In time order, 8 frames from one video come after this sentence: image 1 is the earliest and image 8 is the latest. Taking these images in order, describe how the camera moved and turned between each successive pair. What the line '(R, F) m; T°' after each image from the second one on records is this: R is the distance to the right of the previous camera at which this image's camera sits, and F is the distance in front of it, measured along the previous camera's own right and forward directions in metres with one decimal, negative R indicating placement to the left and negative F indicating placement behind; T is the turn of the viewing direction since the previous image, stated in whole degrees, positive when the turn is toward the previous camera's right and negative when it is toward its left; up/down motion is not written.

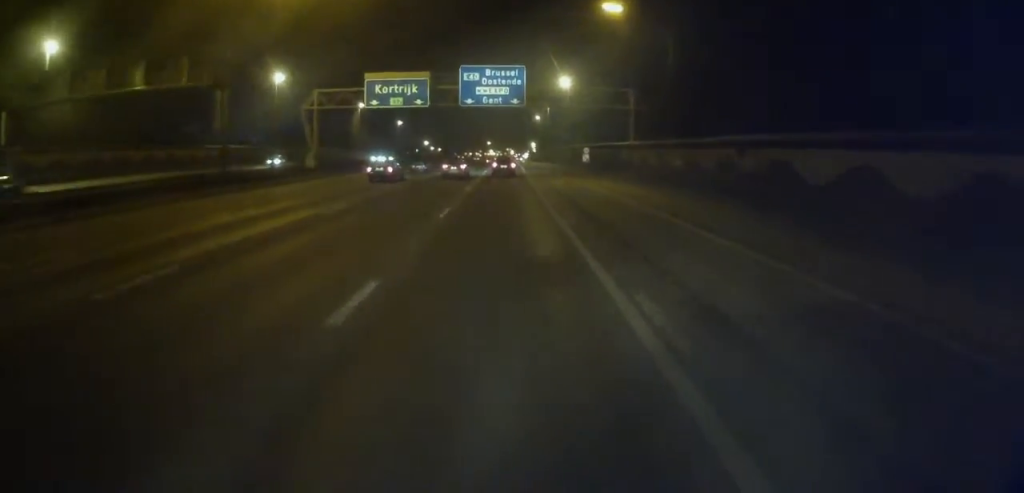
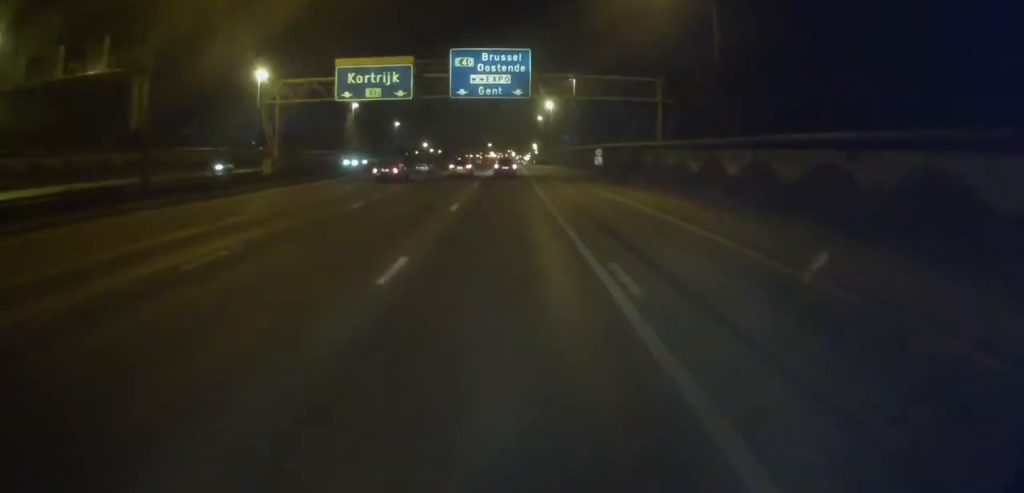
(-0.1, +9.9) m; 0°
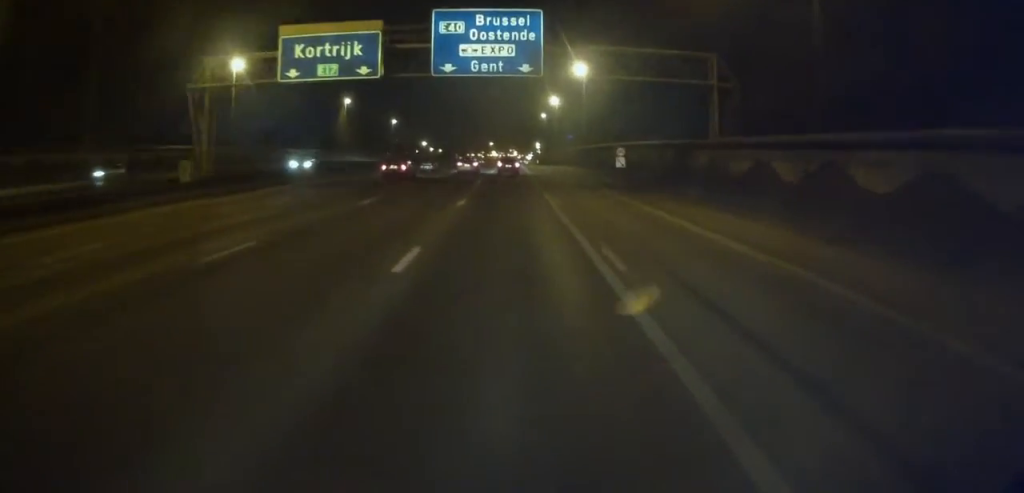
(-0.1, +12.2) m; 0°
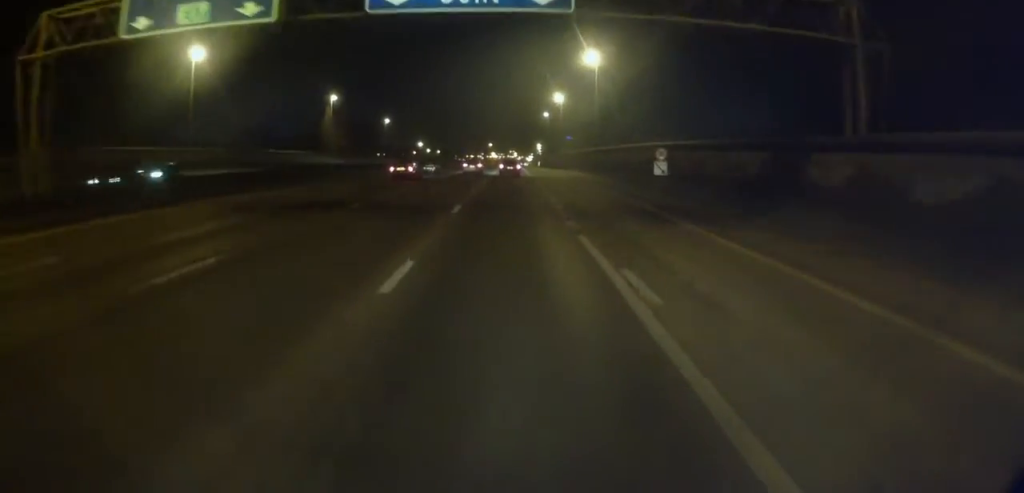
(0.0, +14.9) m; 0°
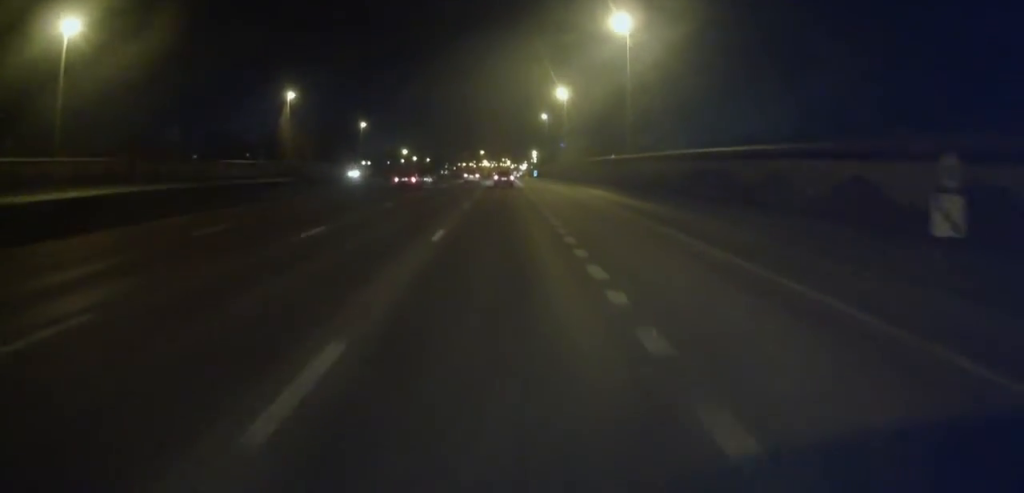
(+0.2, +29.5) m; 0°
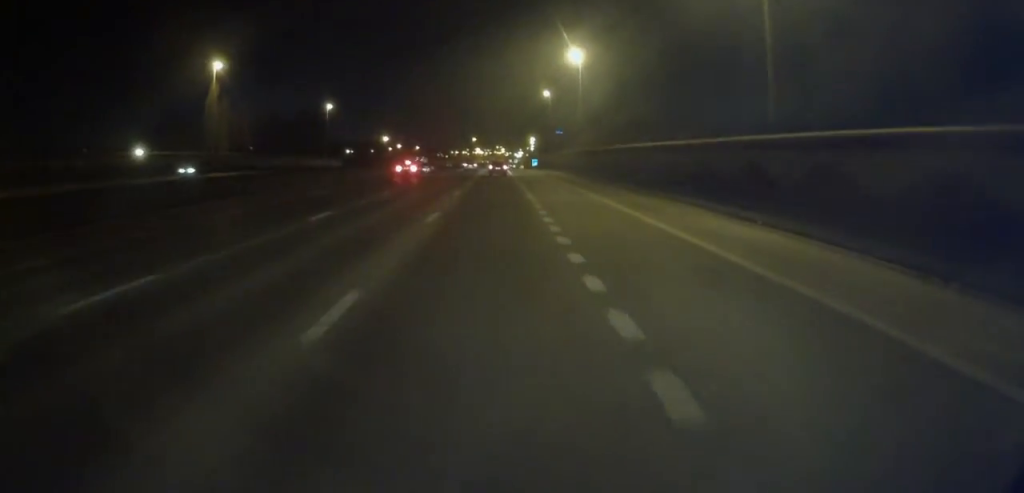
(-1.0, +35.7) m; -1°
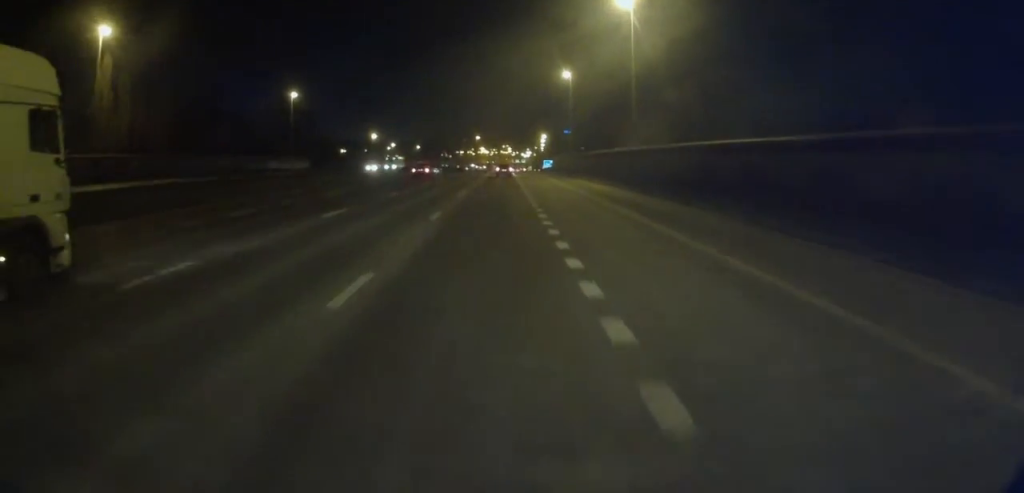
(+1.0, +36.1) m; +2°
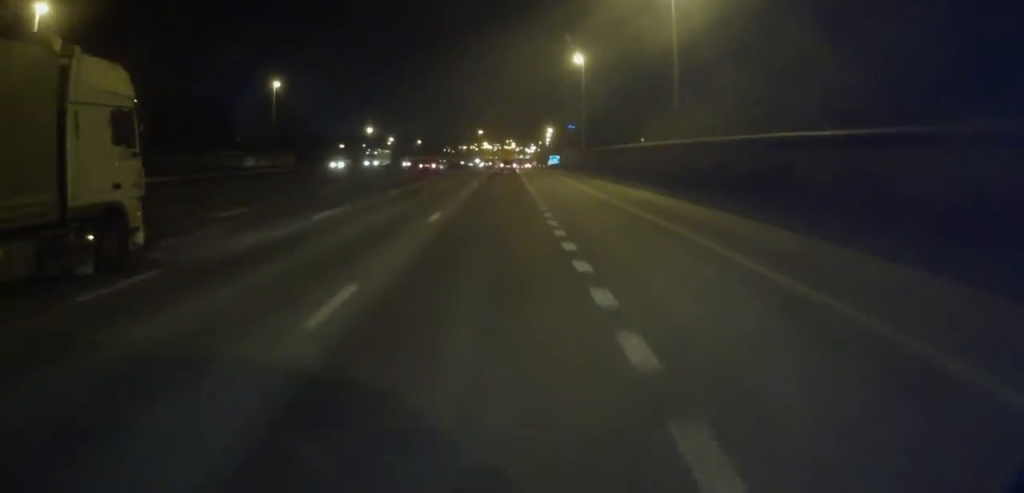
(-0.1, +13.7) m; 0°
